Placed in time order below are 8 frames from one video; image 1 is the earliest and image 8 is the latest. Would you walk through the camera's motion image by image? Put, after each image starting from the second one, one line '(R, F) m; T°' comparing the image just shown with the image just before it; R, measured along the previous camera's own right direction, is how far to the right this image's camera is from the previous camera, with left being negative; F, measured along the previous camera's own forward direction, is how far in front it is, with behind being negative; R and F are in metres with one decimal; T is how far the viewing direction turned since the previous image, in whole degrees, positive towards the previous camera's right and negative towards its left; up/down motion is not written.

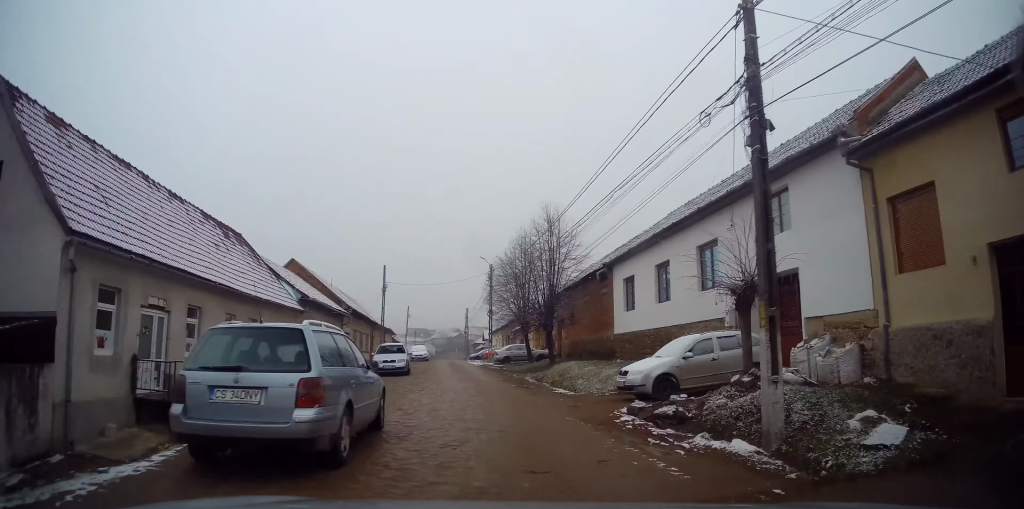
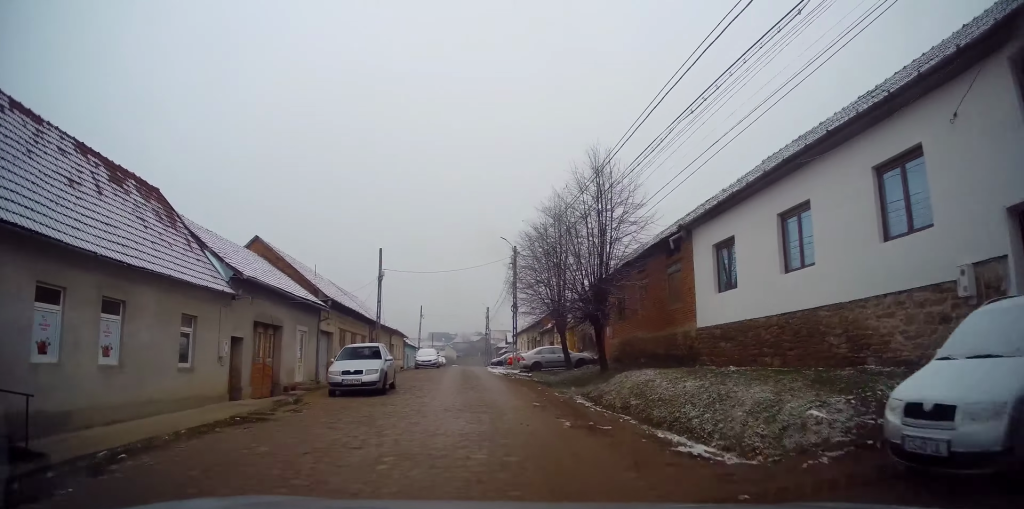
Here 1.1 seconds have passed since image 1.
(-0.1, +8.9) m; -2°
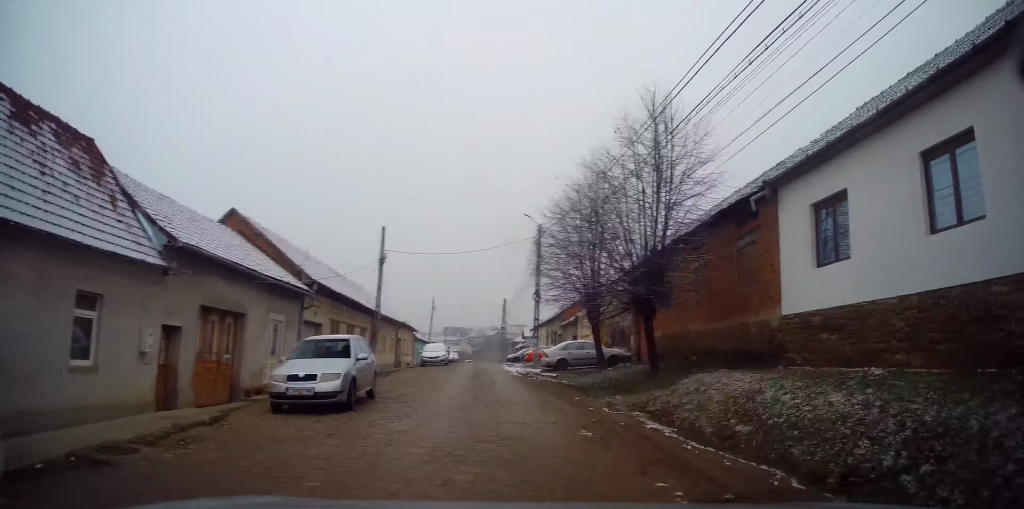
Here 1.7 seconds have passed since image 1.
(0.0, +5.0) m; -1°
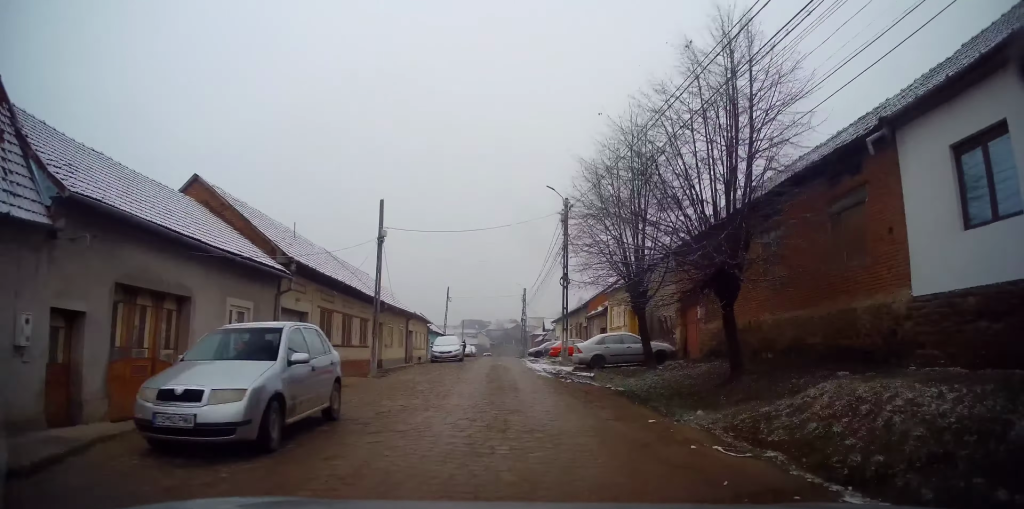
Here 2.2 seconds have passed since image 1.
(-0.2, +4.6) m; -2°
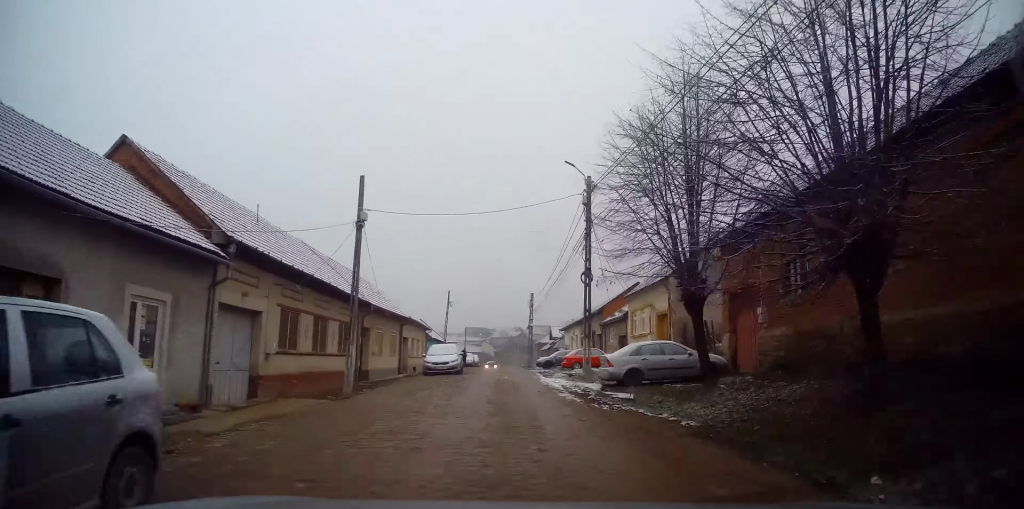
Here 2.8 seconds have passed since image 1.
(-0.1, +5.0) m; -1°
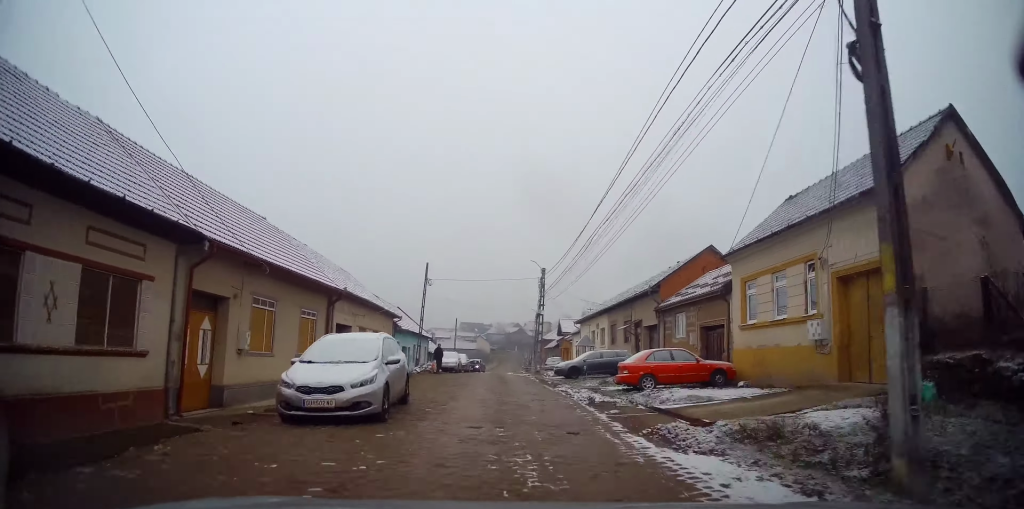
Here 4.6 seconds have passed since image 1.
(-0.2, +16.7) m; +3°
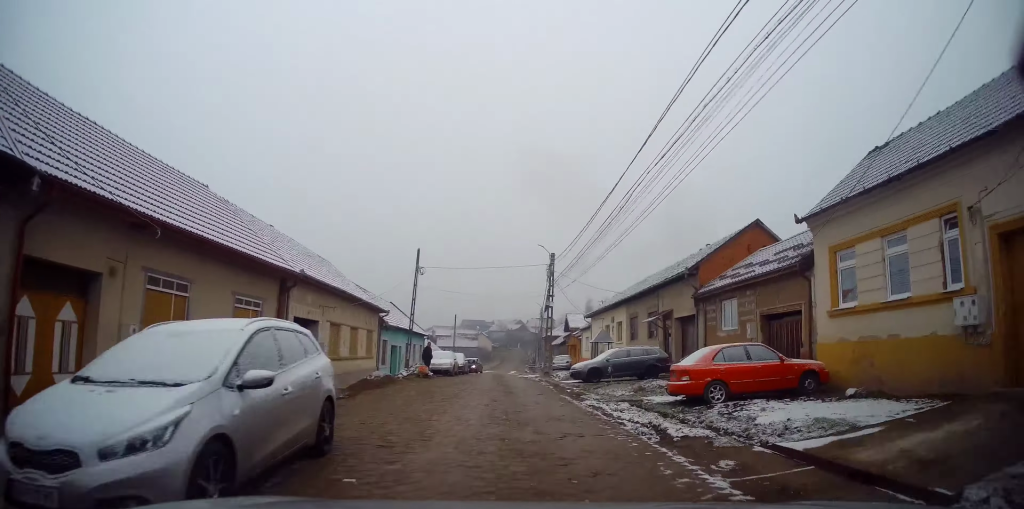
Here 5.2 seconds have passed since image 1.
(+0.3, +5.5) m; 0°
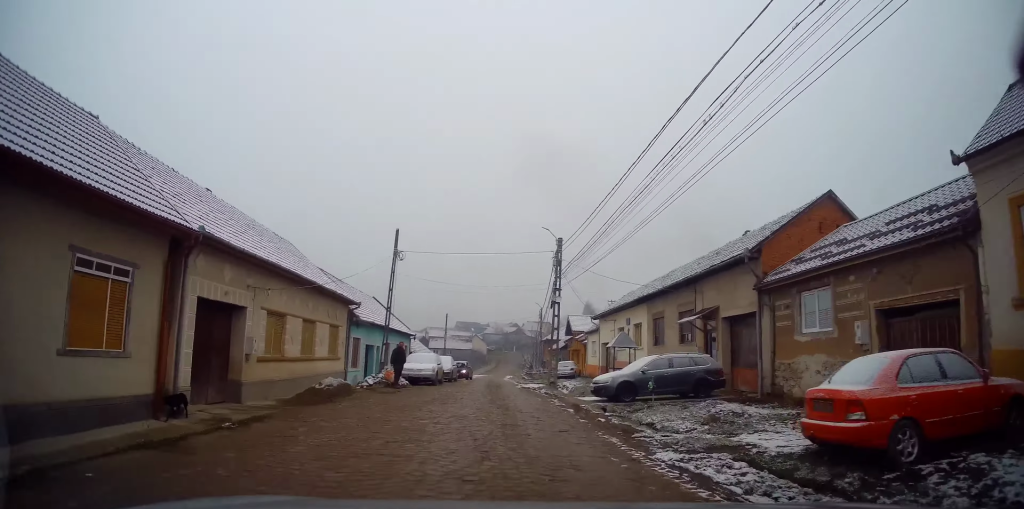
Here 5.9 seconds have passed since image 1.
(0.0, +6.5) m; 0°
